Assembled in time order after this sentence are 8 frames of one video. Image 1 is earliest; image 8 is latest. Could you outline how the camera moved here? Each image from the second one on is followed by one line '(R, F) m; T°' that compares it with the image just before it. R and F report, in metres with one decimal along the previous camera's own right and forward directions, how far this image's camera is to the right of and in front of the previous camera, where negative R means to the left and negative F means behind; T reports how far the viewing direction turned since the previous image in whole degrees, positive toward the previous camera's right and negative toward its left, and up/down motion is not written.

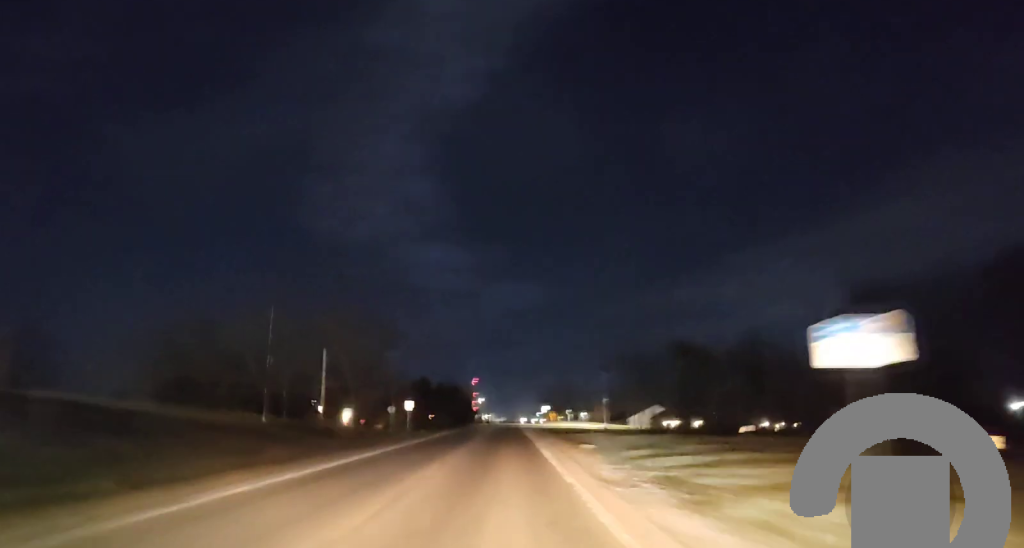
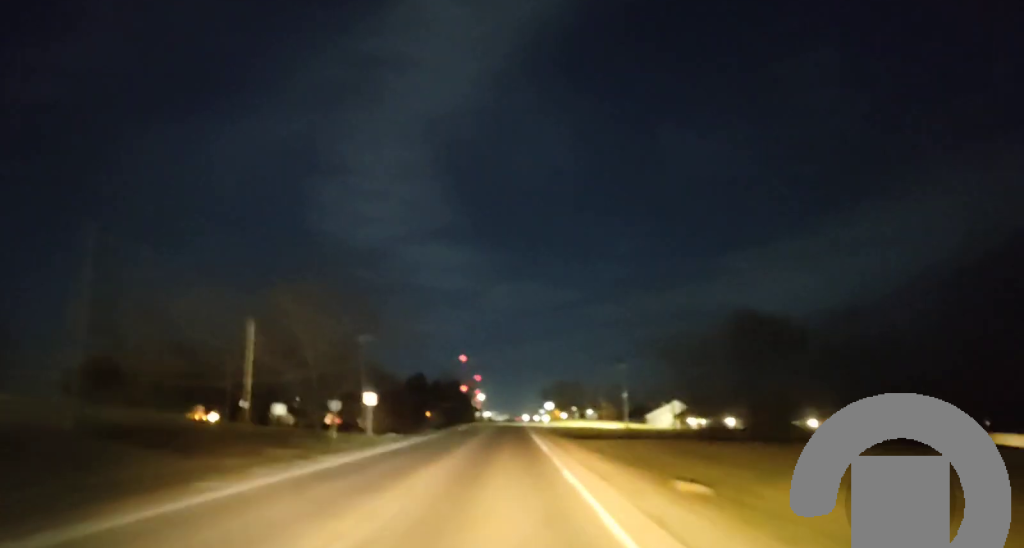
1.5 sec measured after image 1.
(0.0, +25.4) m; 0°
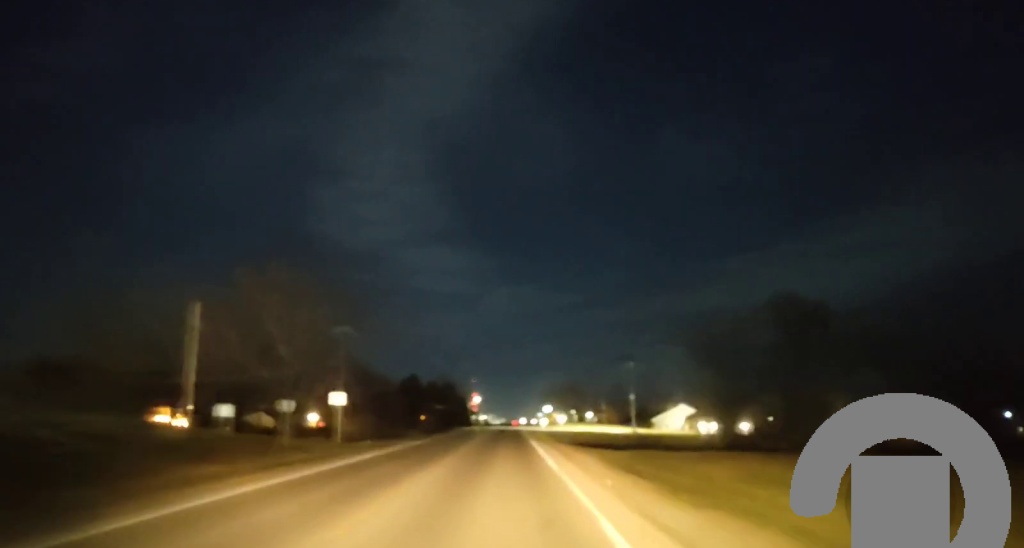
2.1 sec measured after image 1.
(+0.1, +9.5) m; -1°
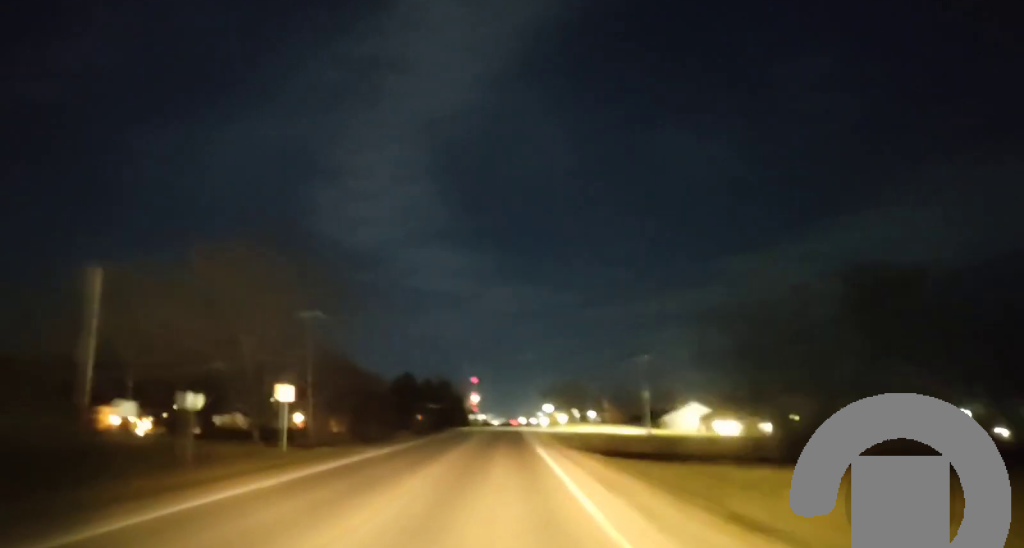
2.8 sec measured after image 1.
(-0.2, +11.5) m; -1°
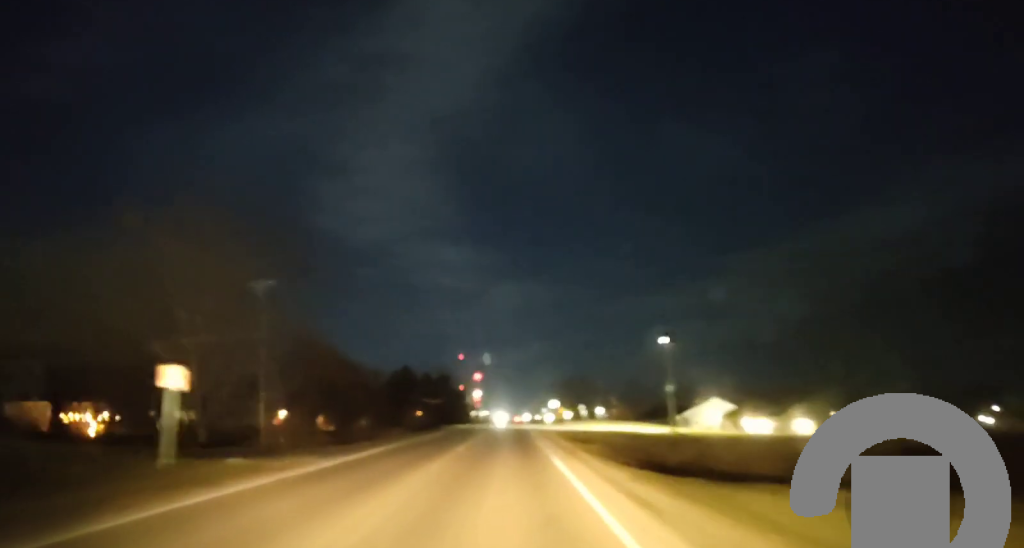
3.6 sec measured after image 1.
(-0.2, +14.4) m; -1°
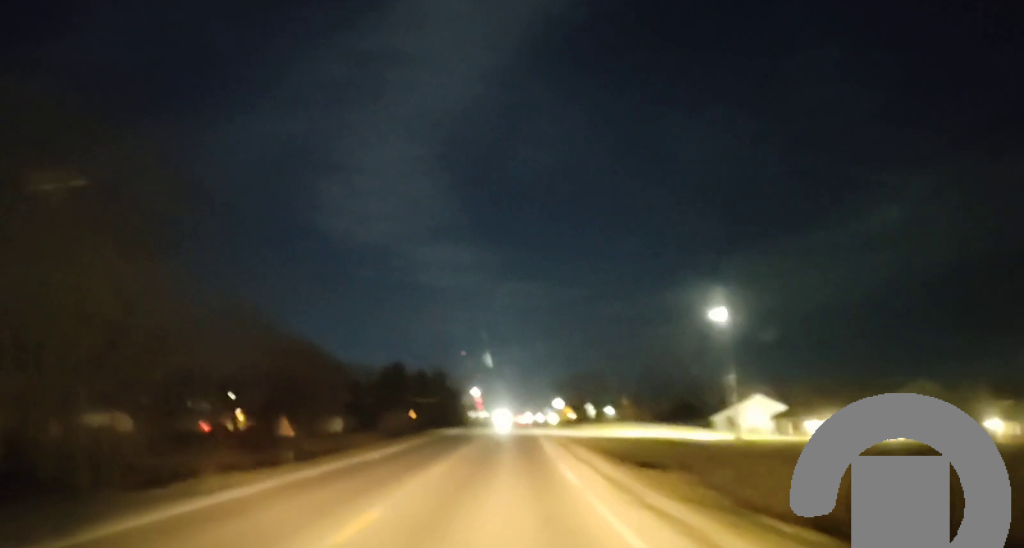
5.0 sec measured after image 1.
(0.0, +24.2) m; 0°
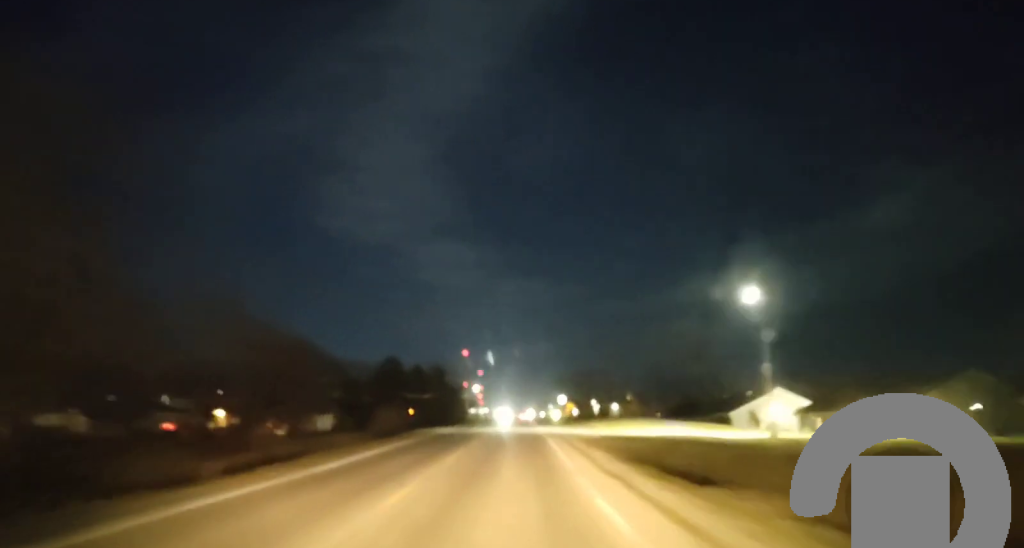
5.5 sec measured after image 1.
(0.0, +7.7) m; 0°
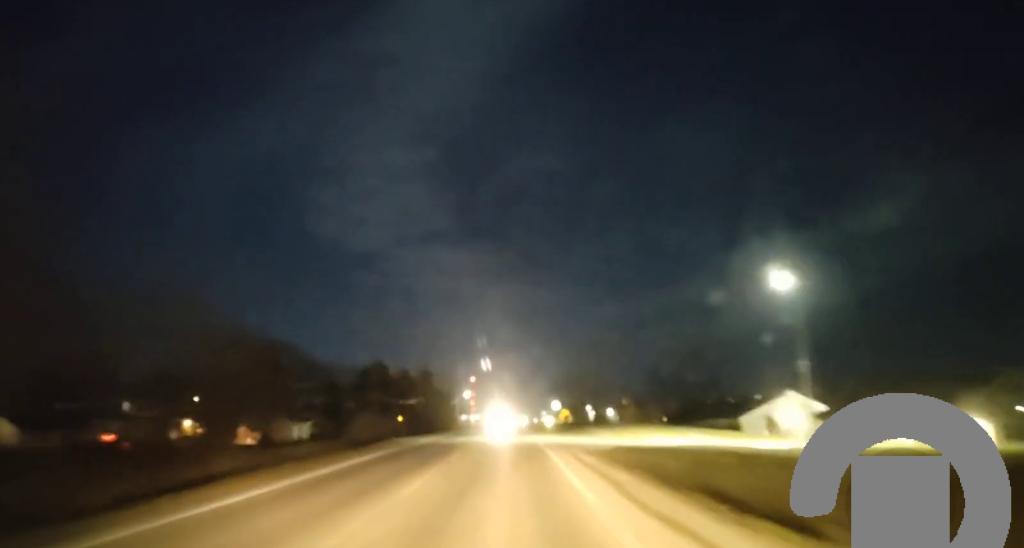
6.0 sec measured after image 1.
(+0.1, +8.7) m; 0°
